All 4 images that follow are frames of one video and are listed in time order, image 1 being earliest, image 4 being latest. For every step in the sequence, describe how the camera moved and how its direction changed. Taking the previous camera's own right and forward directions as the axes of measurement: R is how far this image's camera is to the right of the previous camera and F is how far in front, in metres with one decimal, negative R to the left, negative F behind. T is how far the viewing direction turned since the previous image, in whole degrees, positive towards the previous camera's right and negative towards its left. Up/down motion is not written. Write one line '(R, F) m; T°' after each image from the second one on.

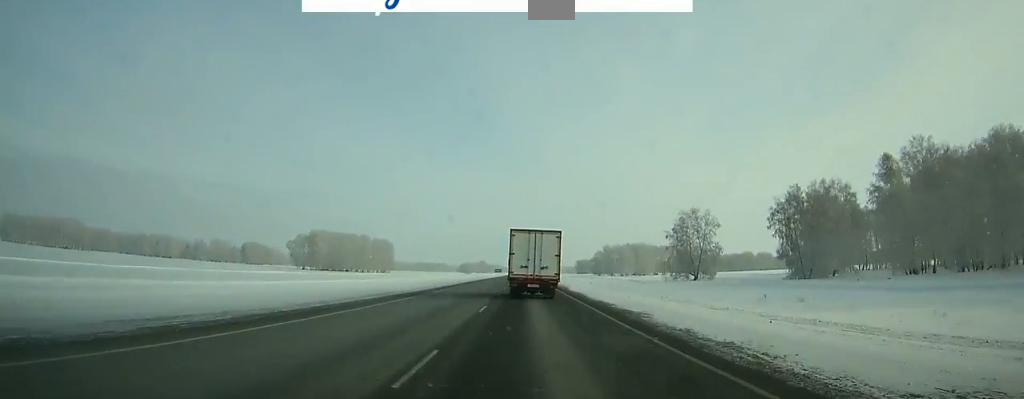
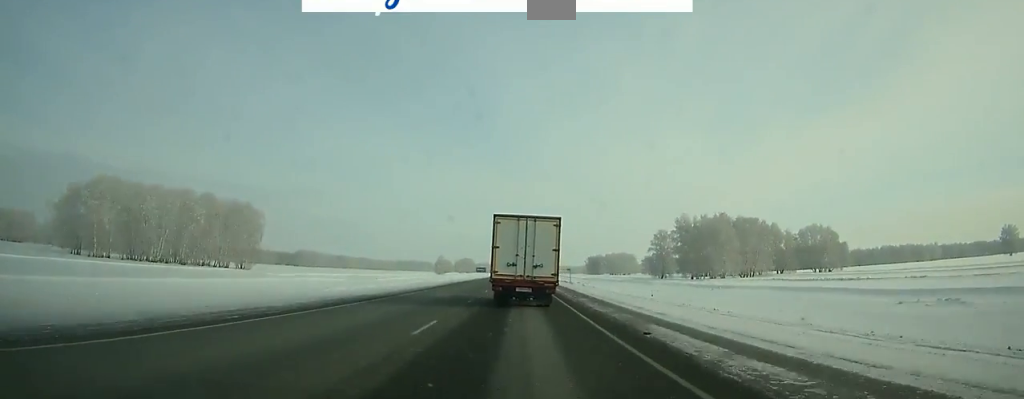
(+0.5, +173.3) m; 0°
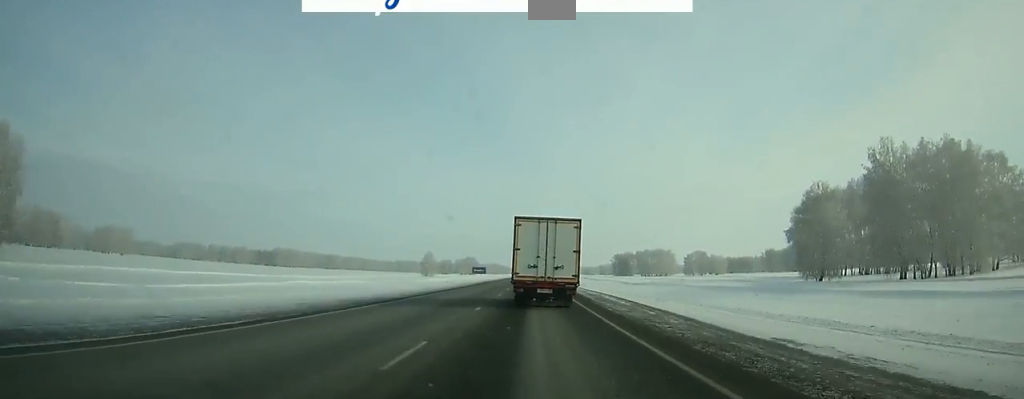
(+0.4, +100.5) m; +1°
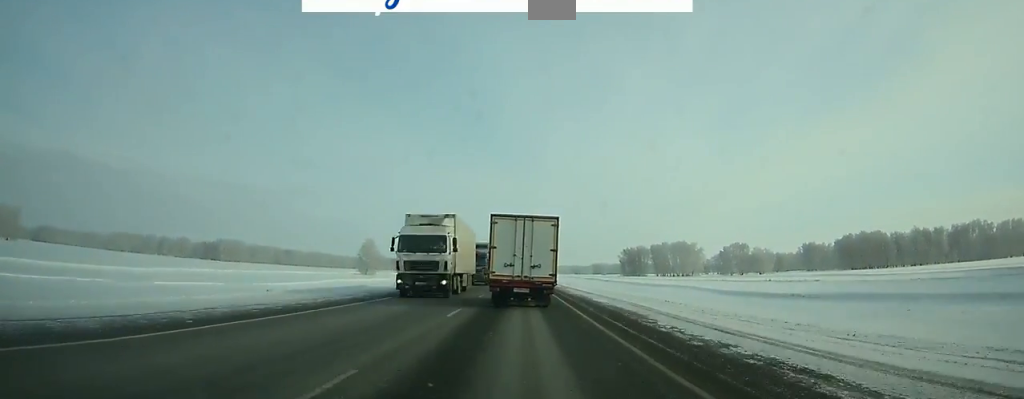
(+0.2, +100.0) m; 0°
